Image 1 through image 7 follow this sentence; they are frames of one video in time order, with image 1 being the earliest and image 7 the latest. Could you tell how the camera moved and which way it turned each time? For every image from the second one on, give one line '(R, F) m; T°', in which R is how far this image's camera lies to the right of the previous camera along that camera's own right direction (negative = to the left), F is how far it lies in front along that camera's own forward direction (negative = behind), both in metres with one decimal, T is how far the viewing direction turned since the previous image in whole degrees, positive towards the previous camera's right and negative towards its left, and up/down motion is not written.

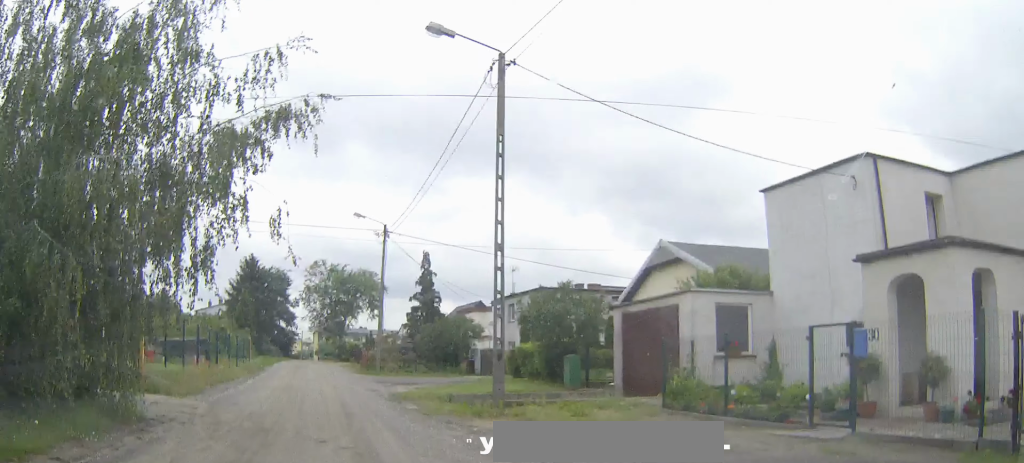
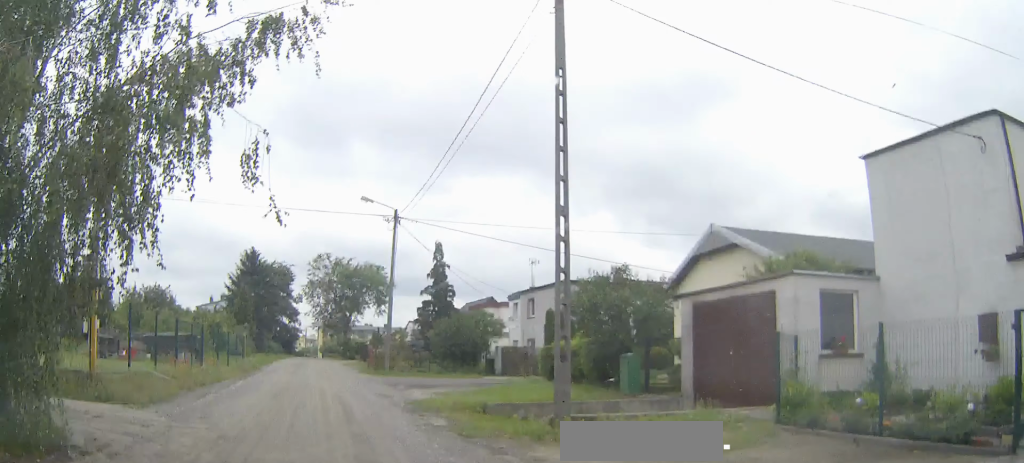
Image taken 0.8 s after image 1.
(0.0, +4.3) m; 0°
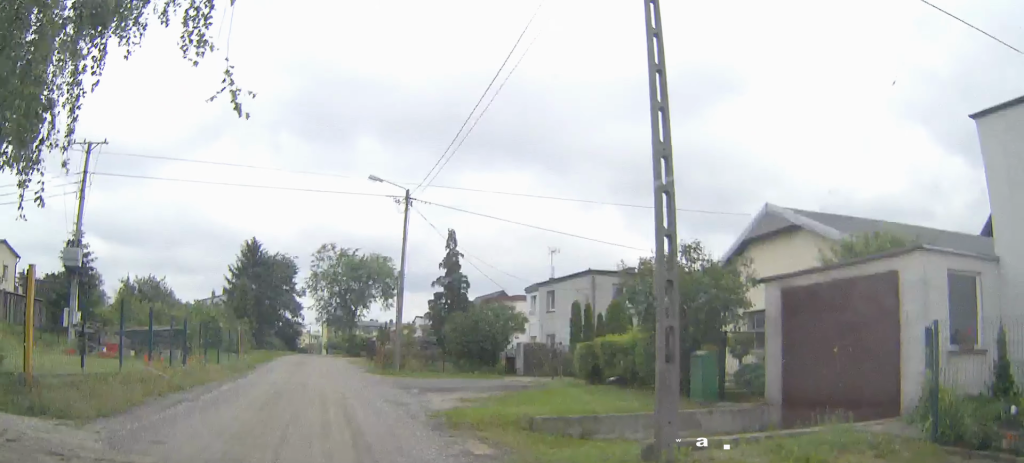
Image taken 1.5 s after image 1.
(0.0, +3.6) m; 0°
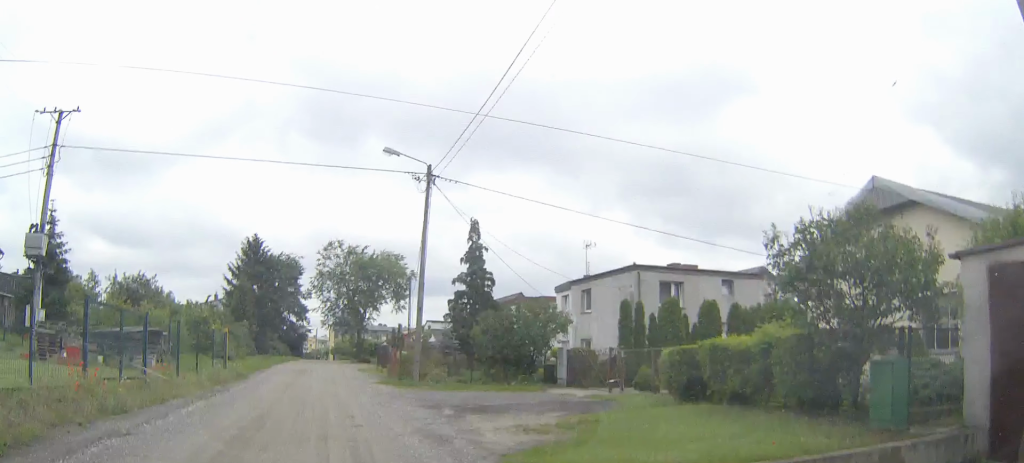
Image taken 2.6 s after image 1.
(0.0, +5.7) m; -1°
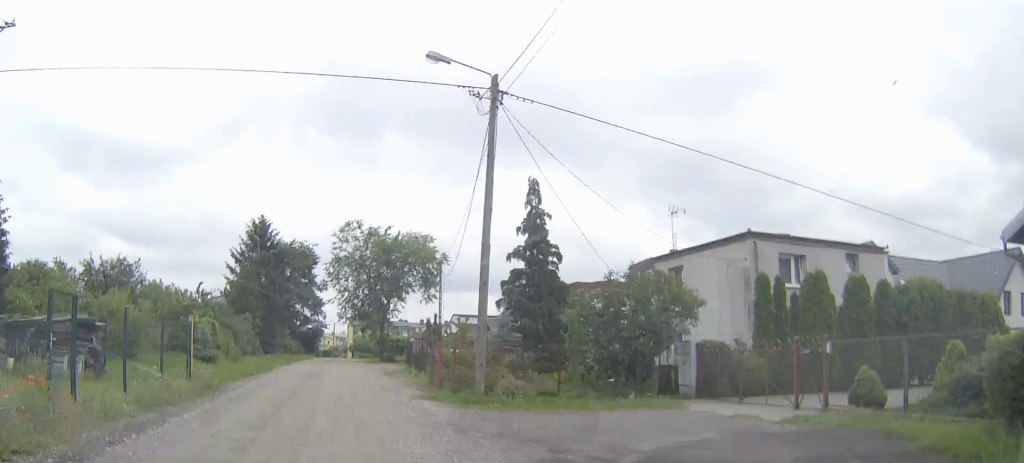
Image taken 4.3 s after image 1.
(0.0, +9.2) m; -1°
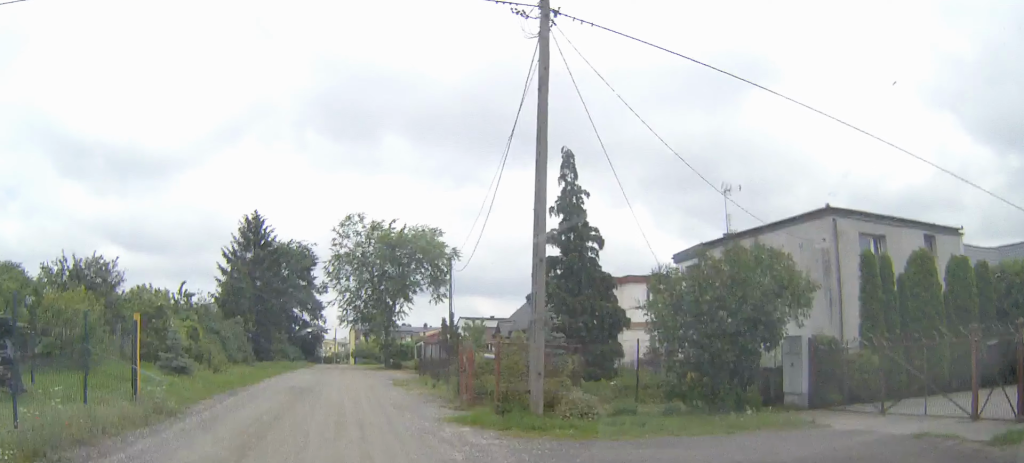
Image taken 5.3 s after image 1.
(0.0, +5.1) m; -1°
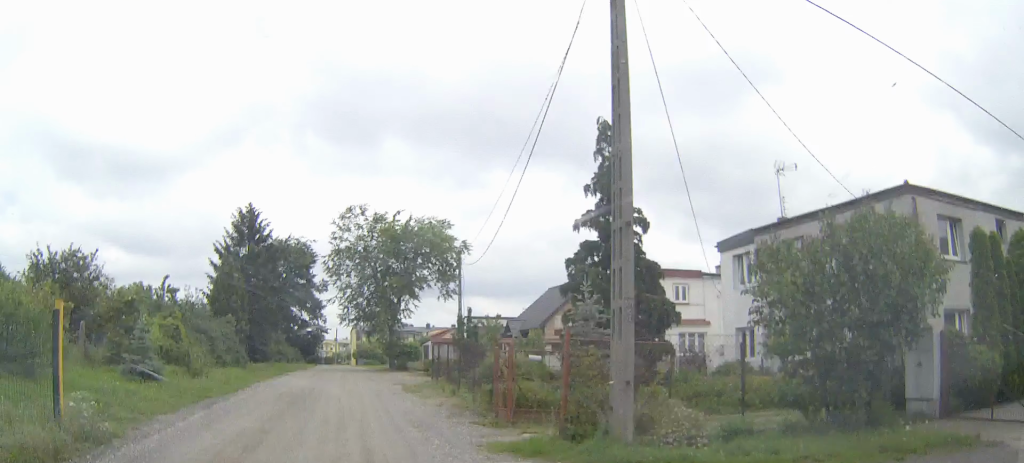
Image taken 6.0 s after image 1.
(0.0, +4.0) m; 0°
